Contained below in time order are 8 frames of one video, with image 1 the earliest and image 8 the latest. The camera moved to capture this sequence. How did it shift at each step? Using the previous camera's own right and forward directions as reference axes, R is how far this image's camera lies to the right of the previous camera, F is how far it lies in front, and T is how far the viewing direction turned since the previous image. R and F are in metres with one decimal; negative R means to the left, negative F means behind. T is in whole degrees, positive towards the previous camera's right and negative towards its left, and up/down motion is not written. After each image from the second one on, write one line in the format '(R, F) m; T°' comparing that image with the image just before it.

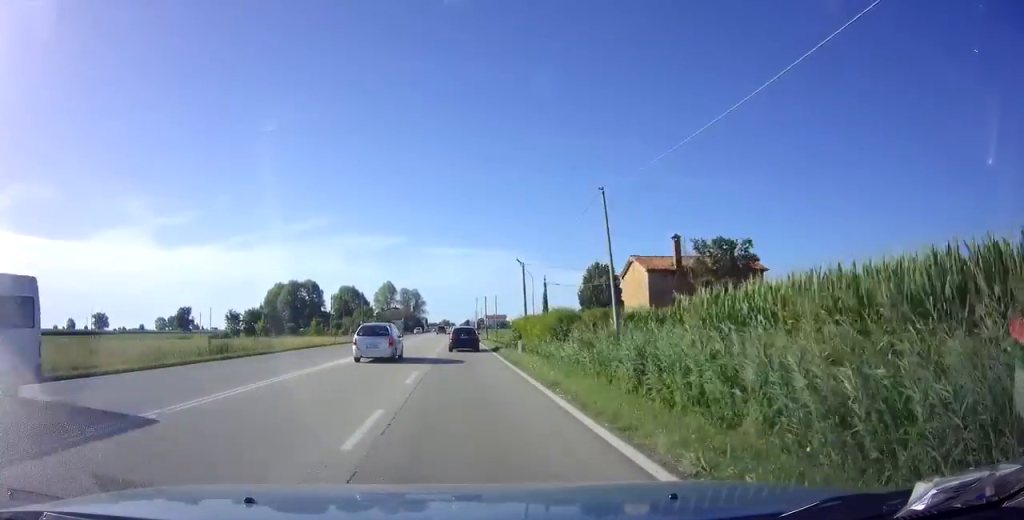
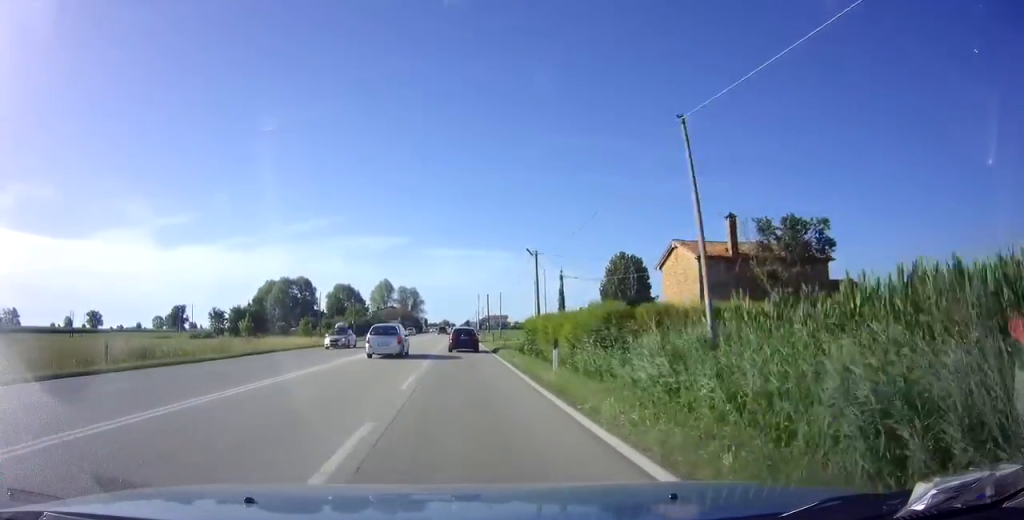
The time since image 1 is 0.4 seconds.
(0.0, +8.7) m; 0°
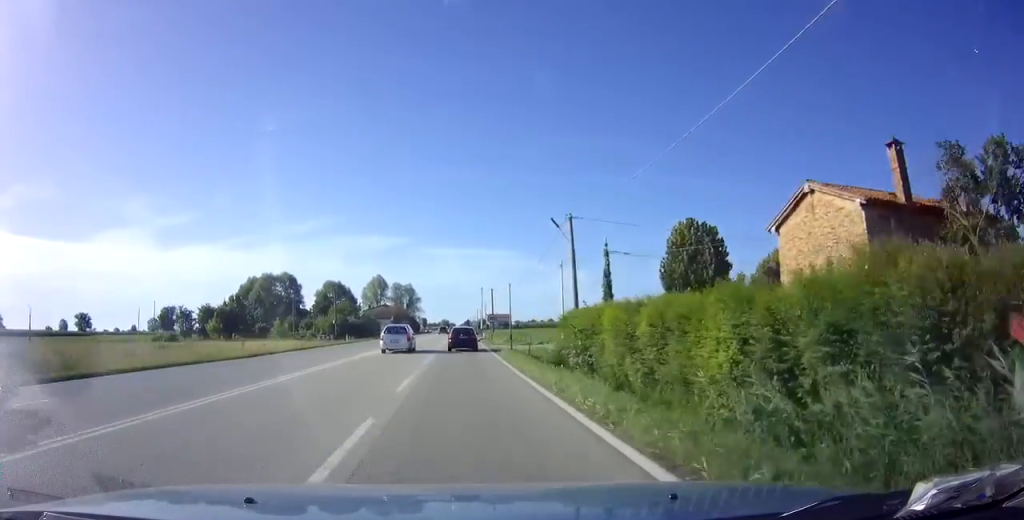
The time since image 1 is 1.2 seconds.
(0.0, +14.7) m; 0°
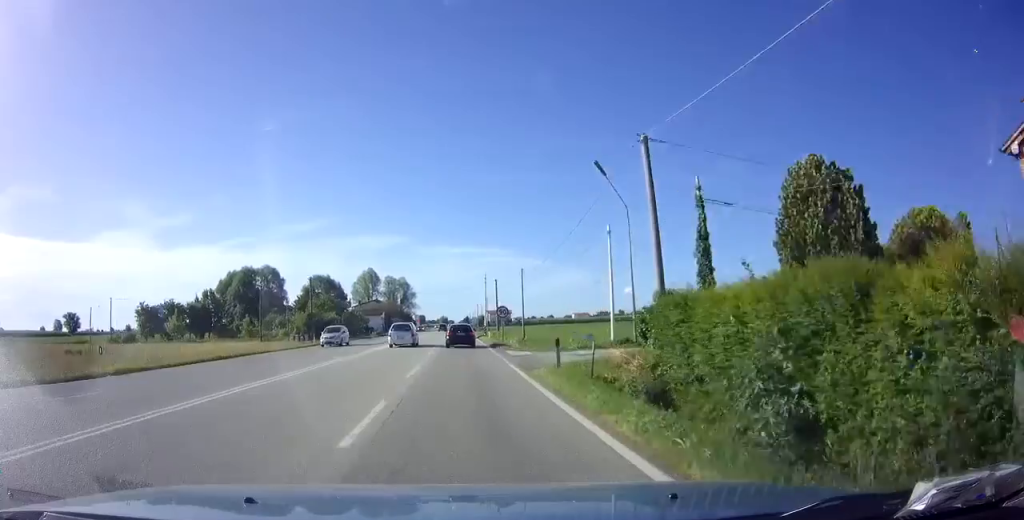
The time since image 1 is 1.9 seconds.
(-0.1, +14.1) m; 0°
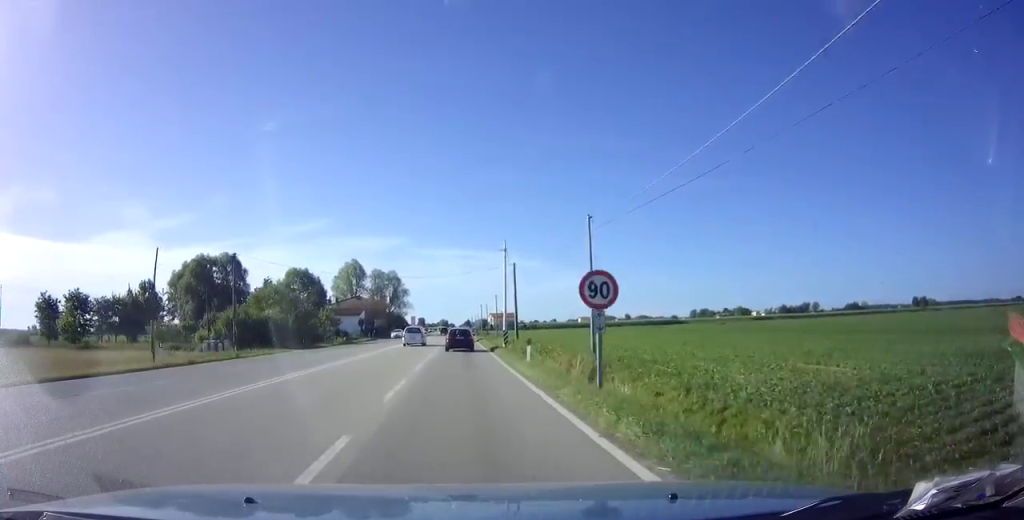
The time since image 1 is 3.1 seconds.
(+0.1, +25.3) m; 0°
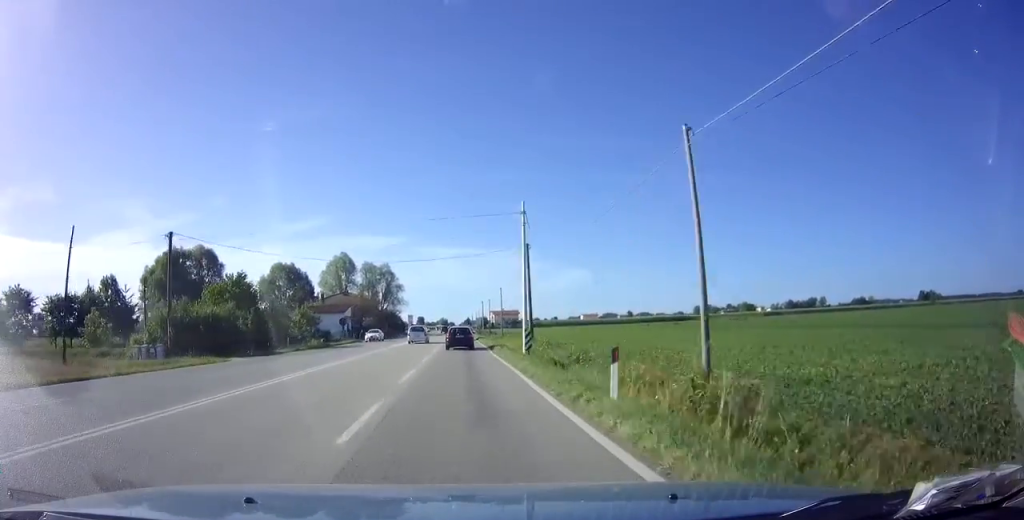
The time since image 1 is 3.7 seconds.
(-0.1, +11.2) m; 0°
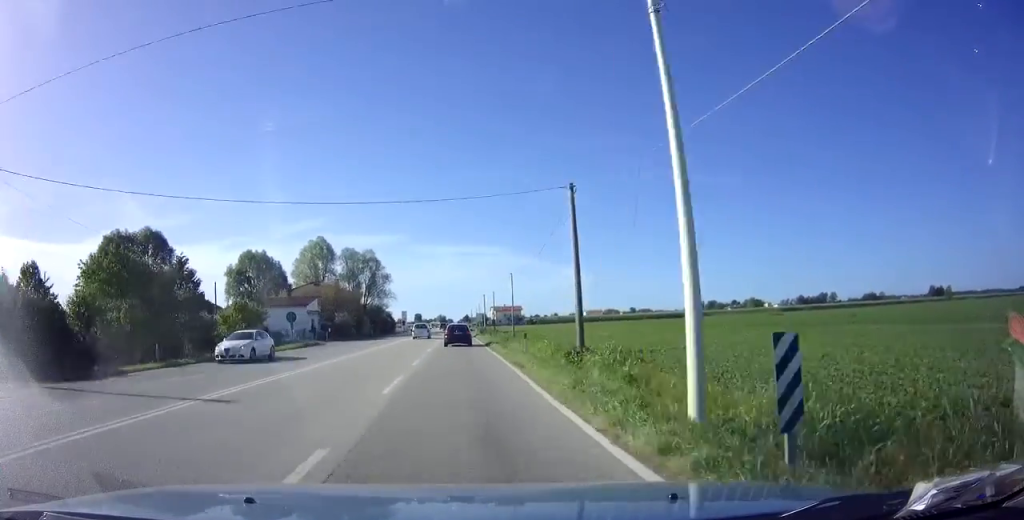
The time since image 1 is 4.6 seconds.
(0.0, +18.3) m; 0°
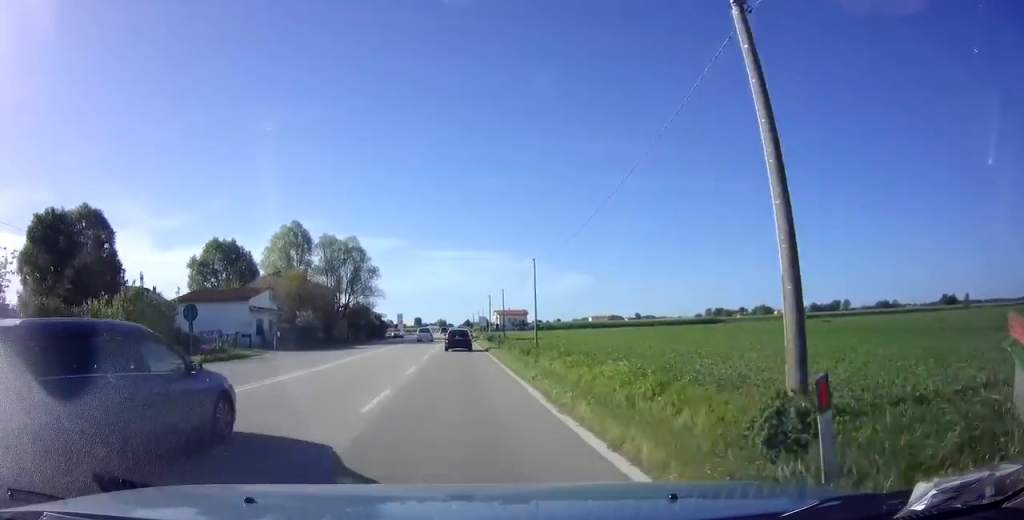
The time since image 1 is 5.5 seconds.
(0.0, +17.6) m; 0°
